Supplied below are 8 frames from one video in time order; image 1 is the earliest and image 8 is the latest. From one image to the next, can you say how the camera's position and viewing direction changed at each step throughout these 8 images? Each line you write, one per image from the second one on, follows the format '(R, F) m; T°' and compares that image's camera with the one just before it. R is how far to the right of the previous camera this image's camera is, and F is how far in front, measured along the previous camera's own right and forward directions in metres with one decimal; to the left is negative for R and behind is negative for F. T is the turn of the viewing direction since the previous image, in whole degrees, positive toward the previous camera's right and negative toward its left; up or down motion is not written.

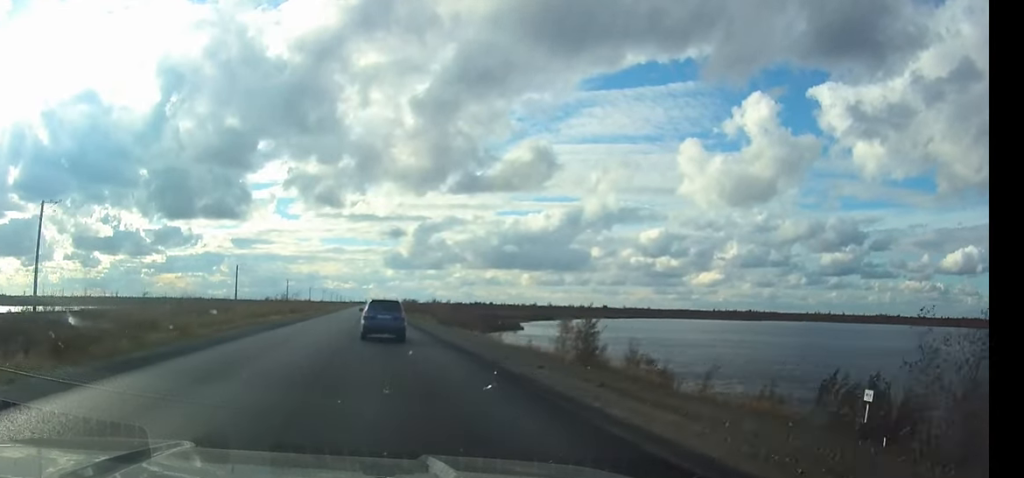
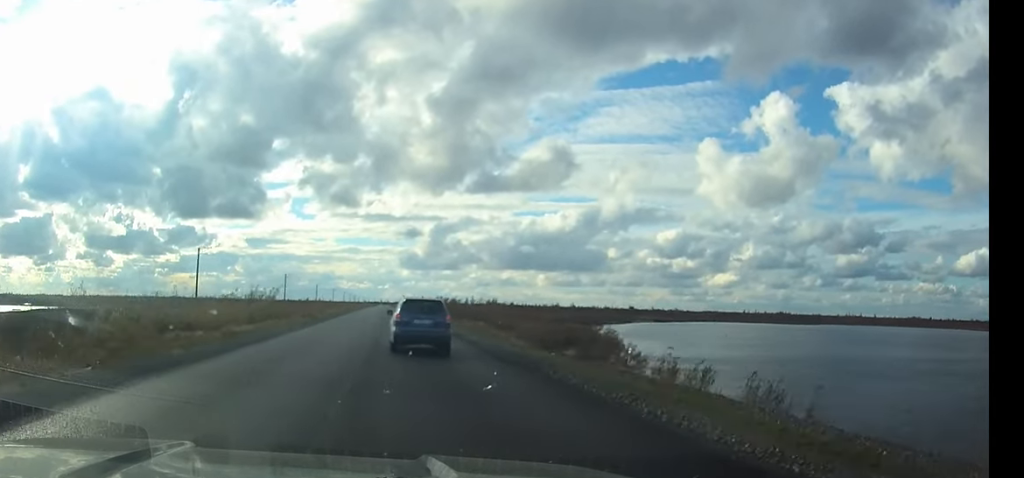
(-0.2, +48.1) m; 0°
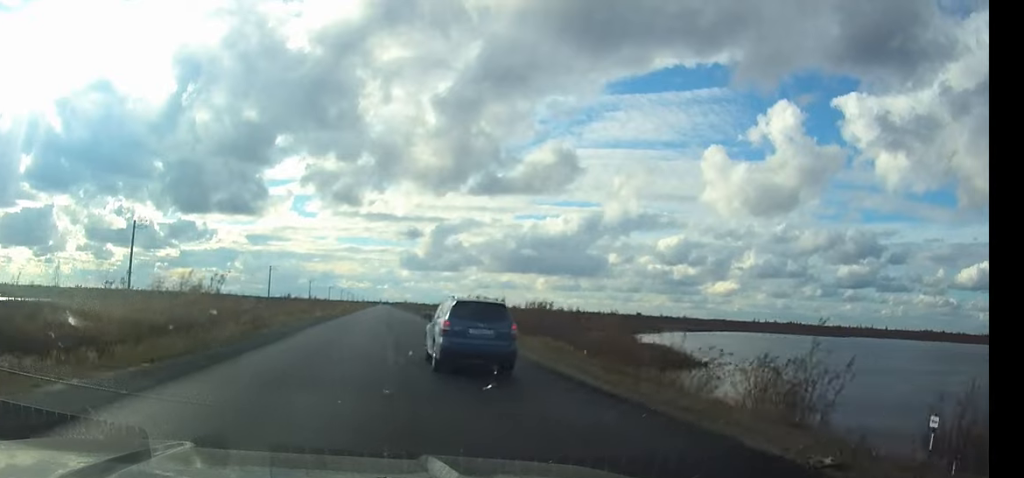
(+0.1, +32.1) m; 0°
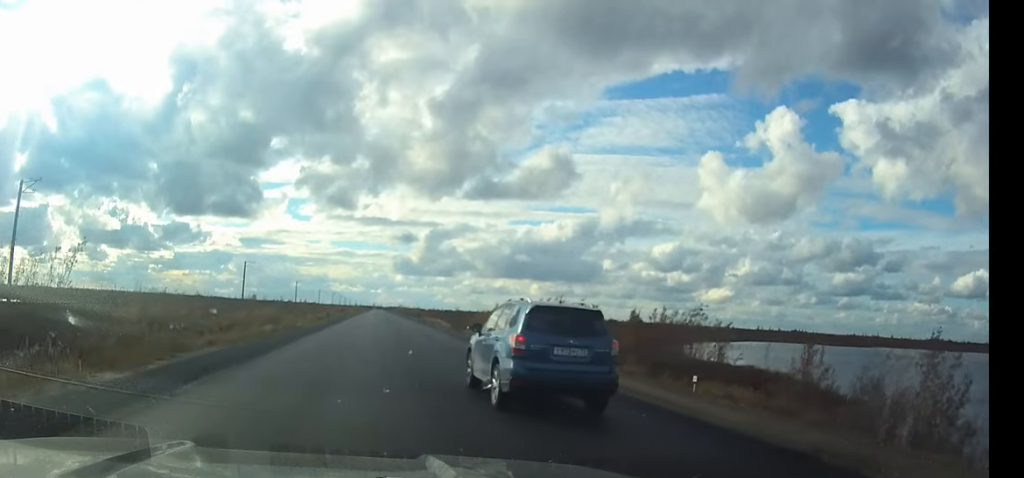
(+0.1, +28.6) m; 0°
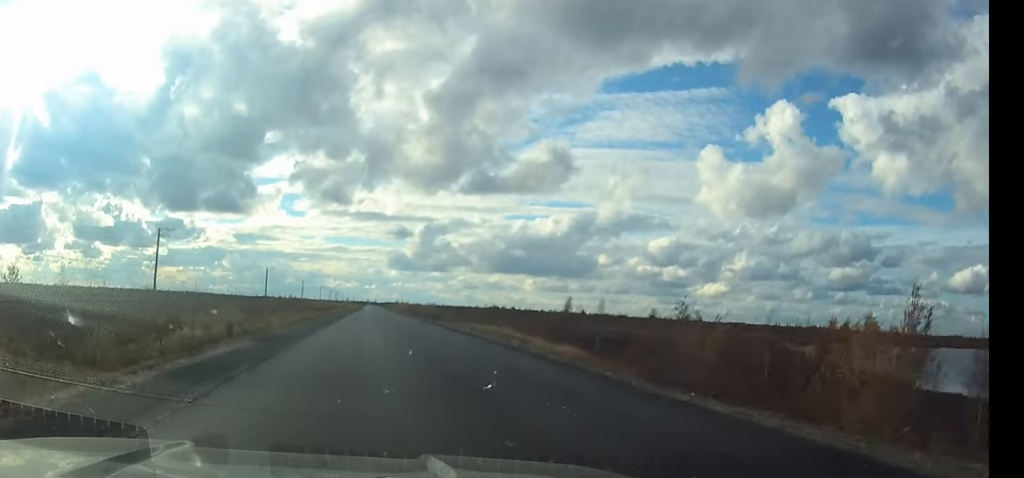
(+0.3, +61.2) m; +1°
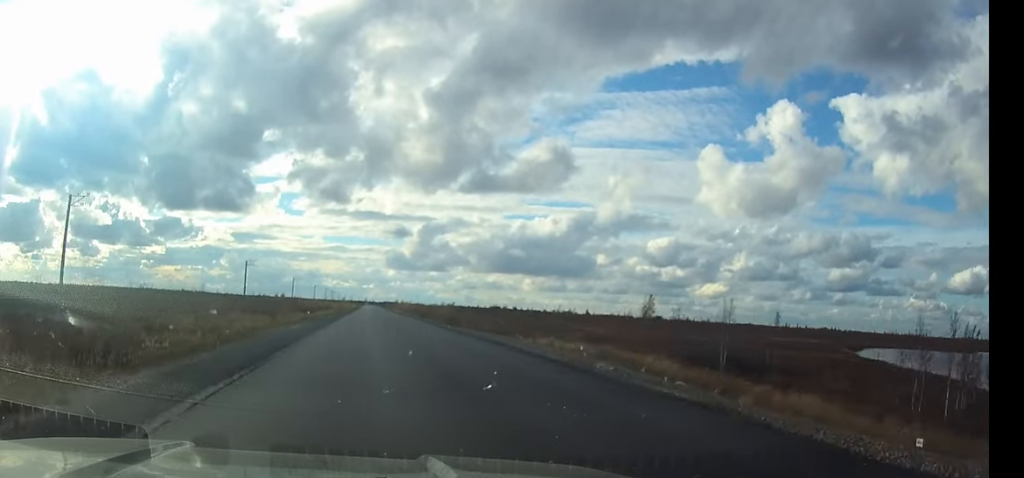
(+0.1, +28.3) m; 0°
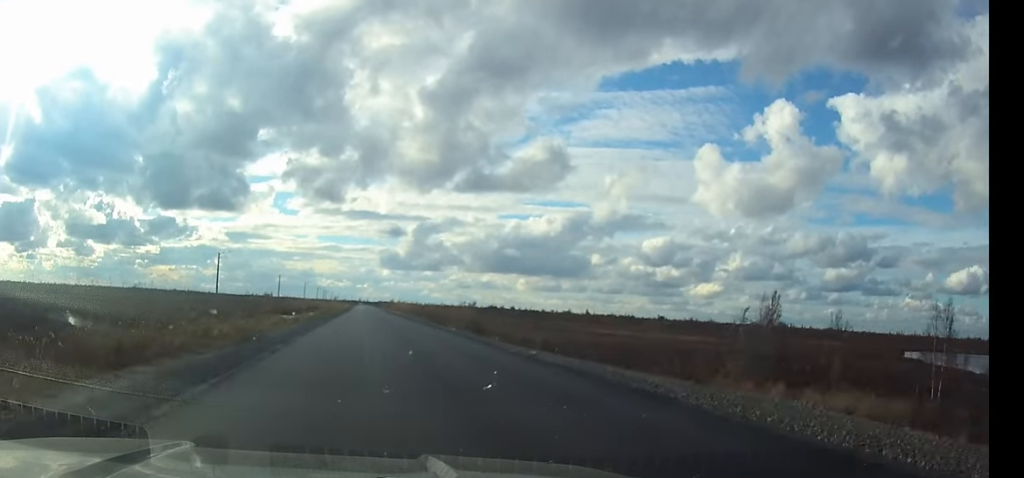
(+0.1, +24.3) m; 0°
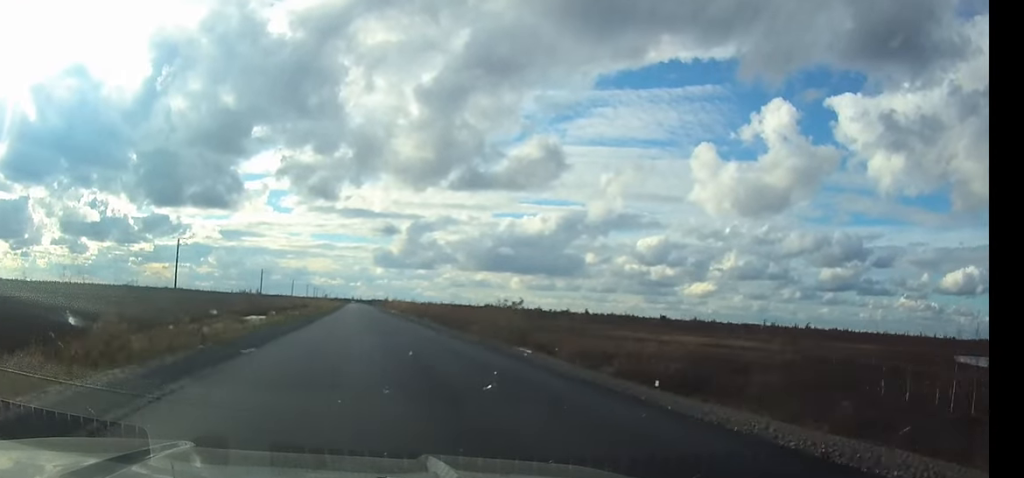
(+0.1, +24.9) m; 0°
